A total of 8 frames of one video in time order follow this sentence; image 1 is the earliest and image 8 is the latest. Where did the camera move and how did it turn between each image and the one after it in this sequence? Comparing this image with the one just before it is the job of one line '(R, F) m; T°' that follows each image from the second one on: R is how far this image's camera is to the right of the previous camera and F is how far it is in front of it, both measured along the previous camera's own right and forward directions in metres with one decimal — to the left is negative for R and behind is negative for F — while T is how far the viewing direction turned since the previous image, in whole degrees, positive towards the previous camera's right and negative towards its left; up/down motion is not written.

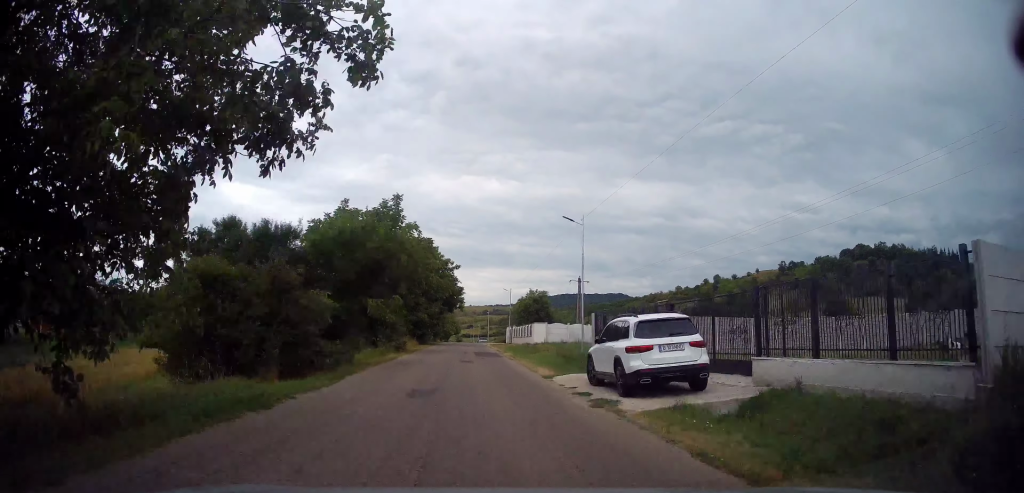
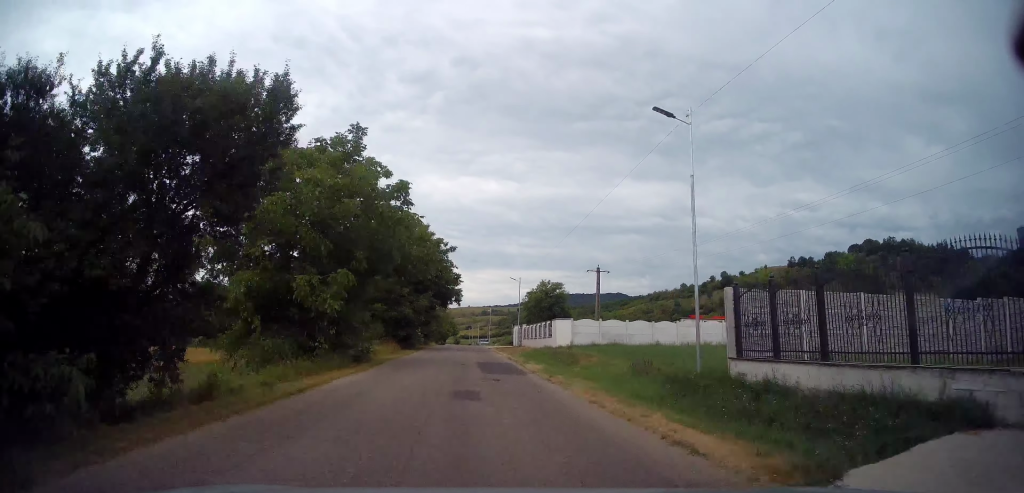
(+0.1, +13.1) m; +1°
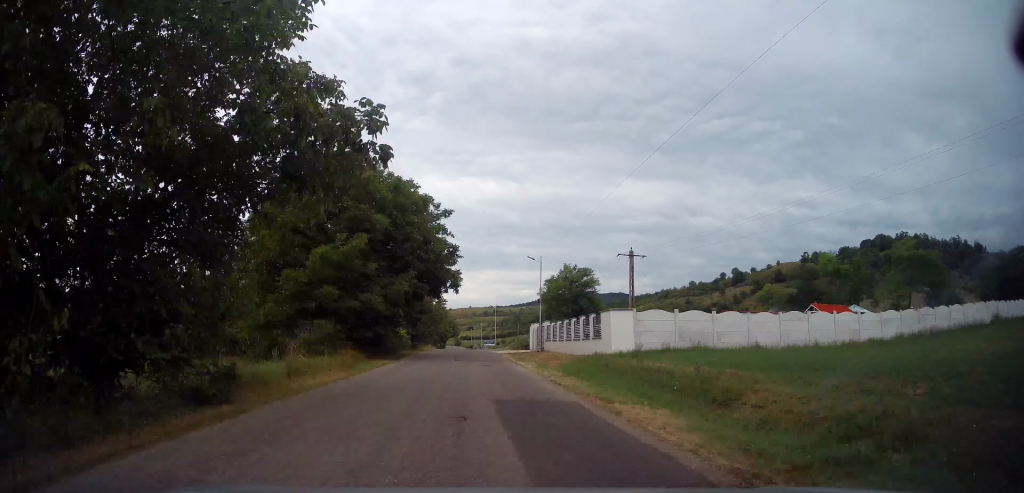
(+0.4, +14.3) m; 0°
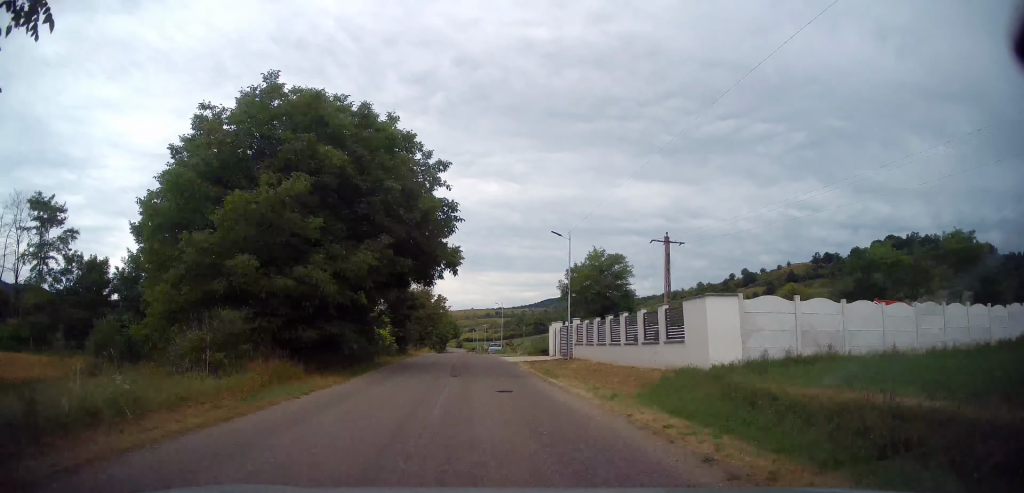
(-0.3, +9.9) m; -1°
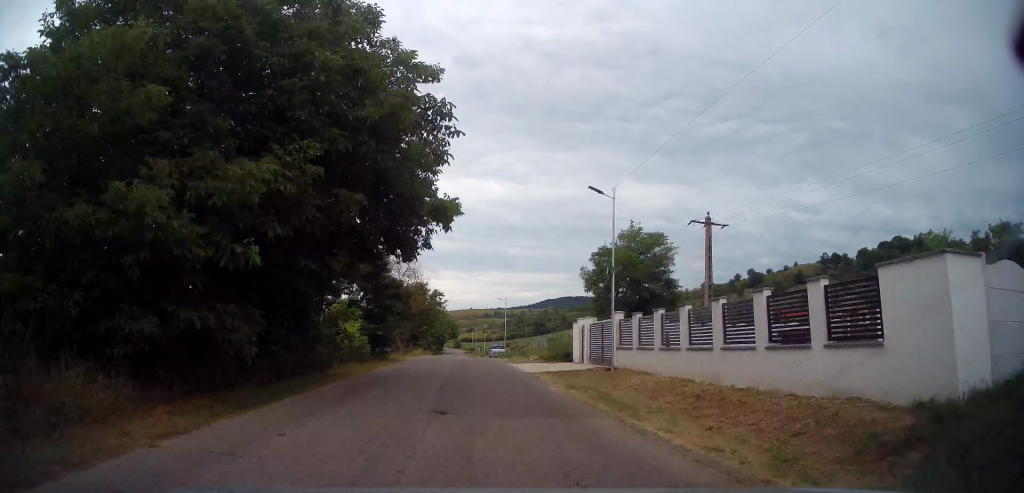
(-0.2, +8.7) m; 0°
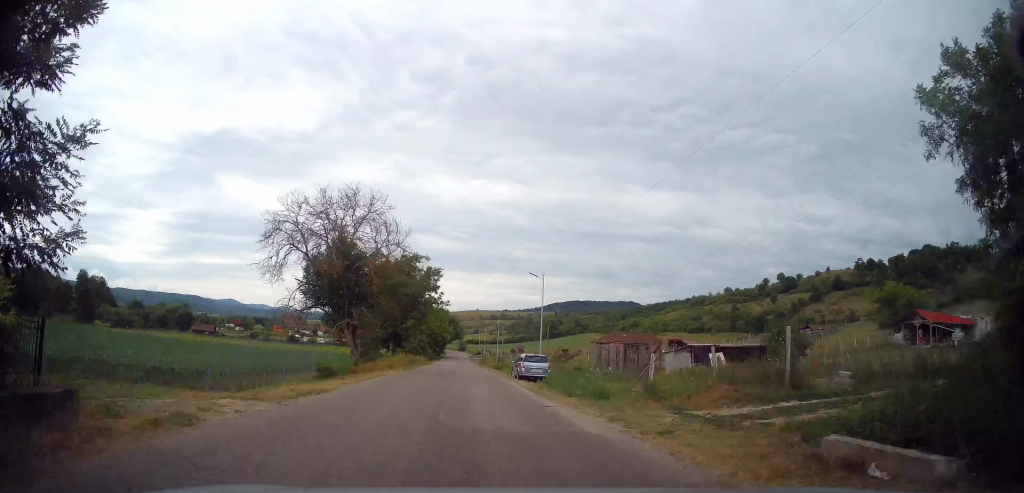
(+0.3, +25.5) m; 0°
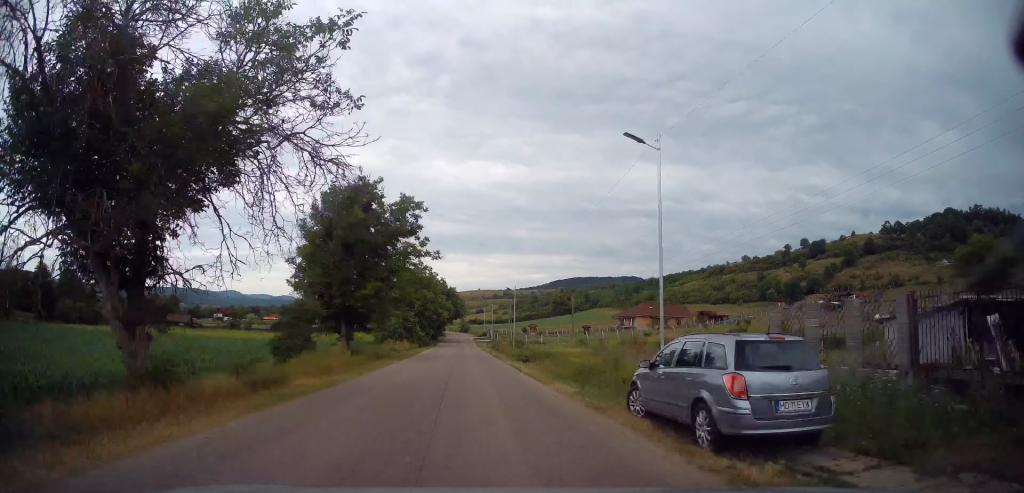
(-0.1, +21.5) m; -1°
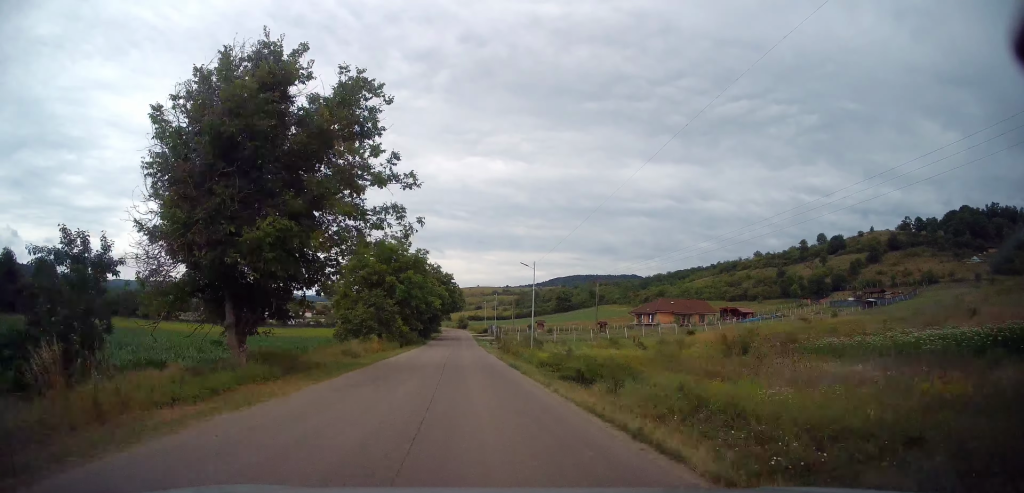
(-0.2, +14.4) m; -1°
